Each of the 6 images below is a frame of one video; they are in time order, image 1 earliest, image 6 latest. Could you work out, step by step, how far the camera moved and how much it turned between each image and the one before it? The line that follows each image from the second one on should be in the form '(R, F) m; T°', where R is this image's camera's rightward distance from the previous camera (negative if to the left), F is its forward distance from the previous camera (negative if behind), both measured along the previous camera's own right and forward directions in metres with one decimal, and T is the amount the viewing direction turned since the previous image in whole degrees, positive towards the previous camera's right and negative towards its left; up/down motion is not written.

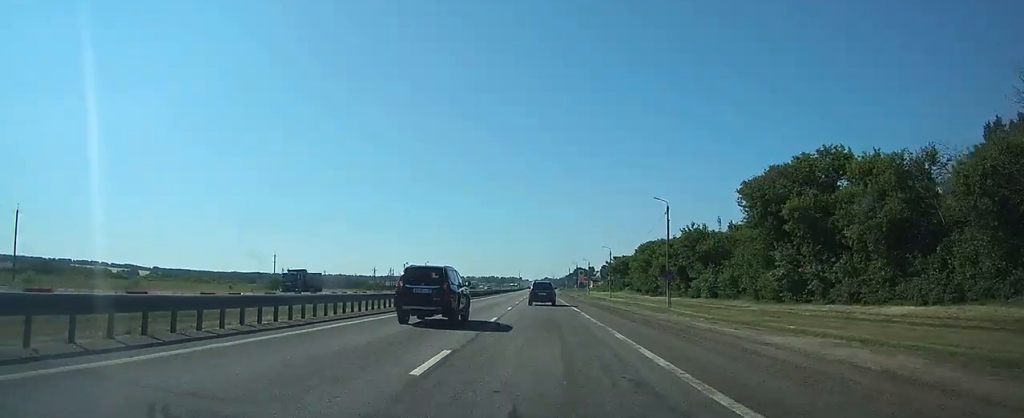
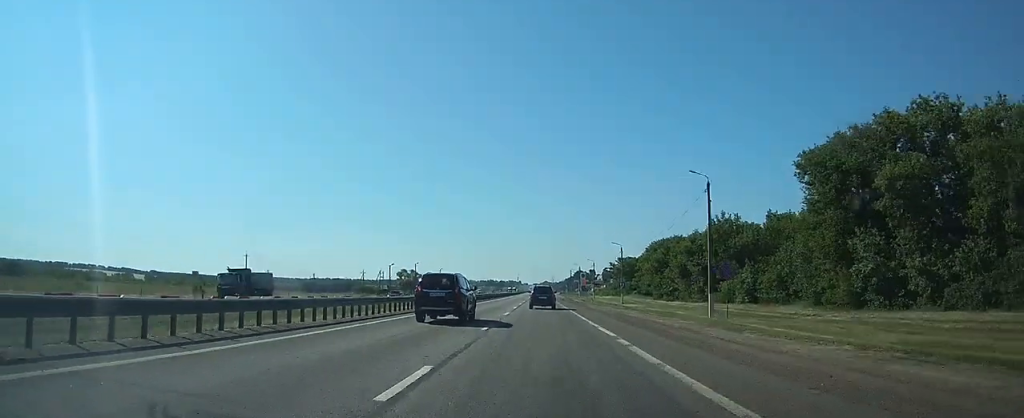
(0.0, +13.9) m; 0°
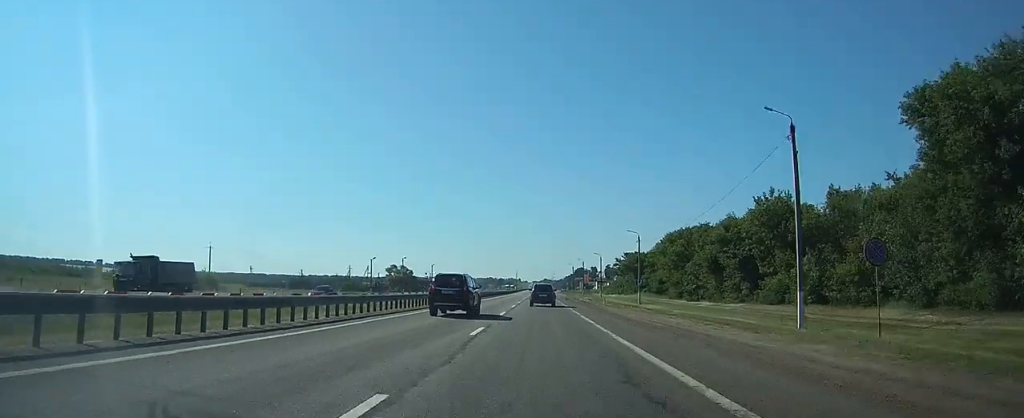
(+0.1, +14.7) m; 0°
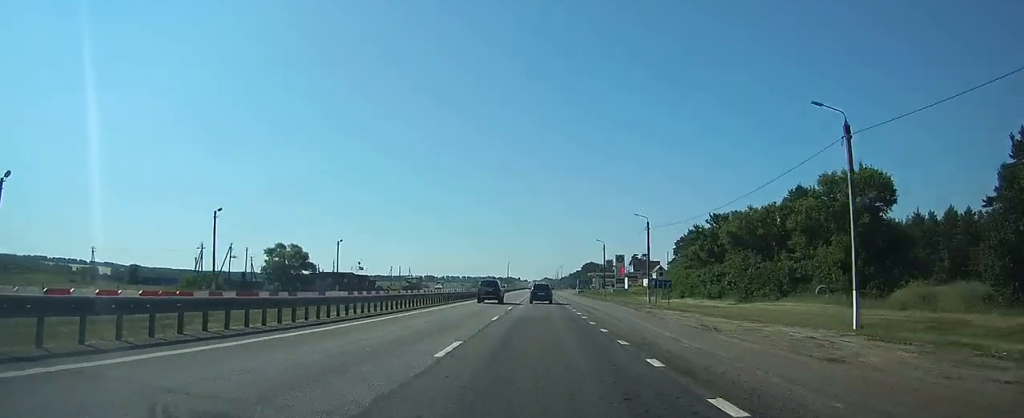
(+0.3, +88.7) m; 0°
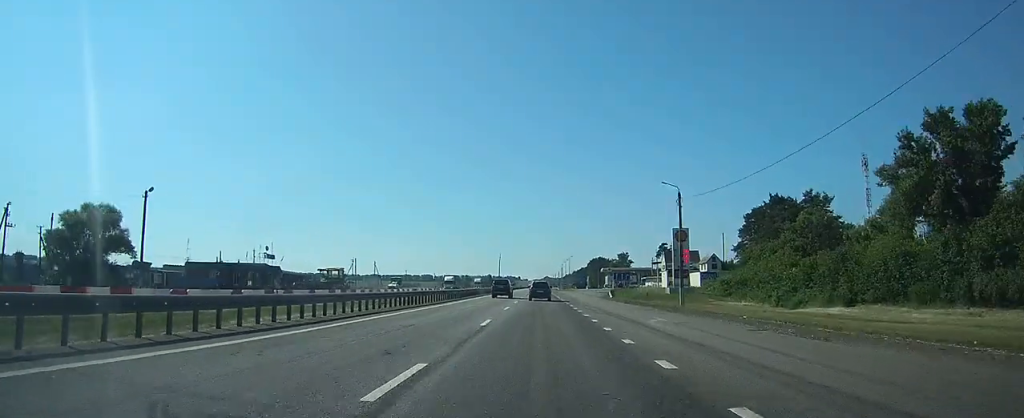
(0.0, +52.2) m; 0°
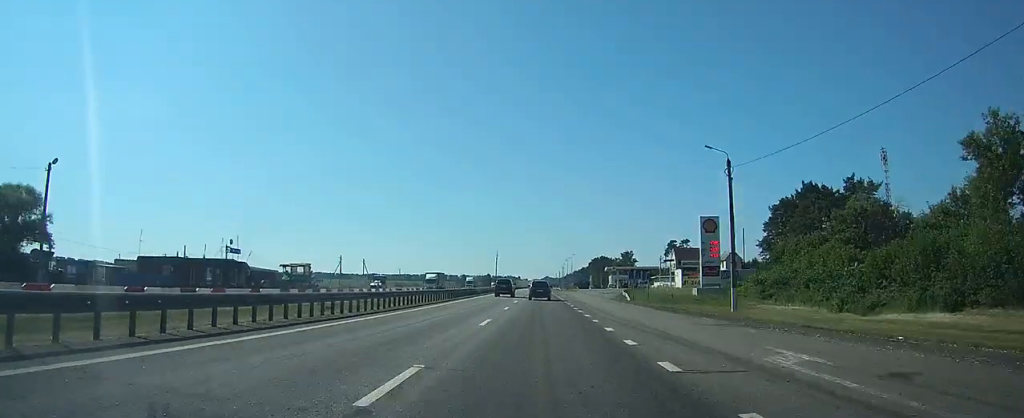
(0.0, +12.1) m; 0°
